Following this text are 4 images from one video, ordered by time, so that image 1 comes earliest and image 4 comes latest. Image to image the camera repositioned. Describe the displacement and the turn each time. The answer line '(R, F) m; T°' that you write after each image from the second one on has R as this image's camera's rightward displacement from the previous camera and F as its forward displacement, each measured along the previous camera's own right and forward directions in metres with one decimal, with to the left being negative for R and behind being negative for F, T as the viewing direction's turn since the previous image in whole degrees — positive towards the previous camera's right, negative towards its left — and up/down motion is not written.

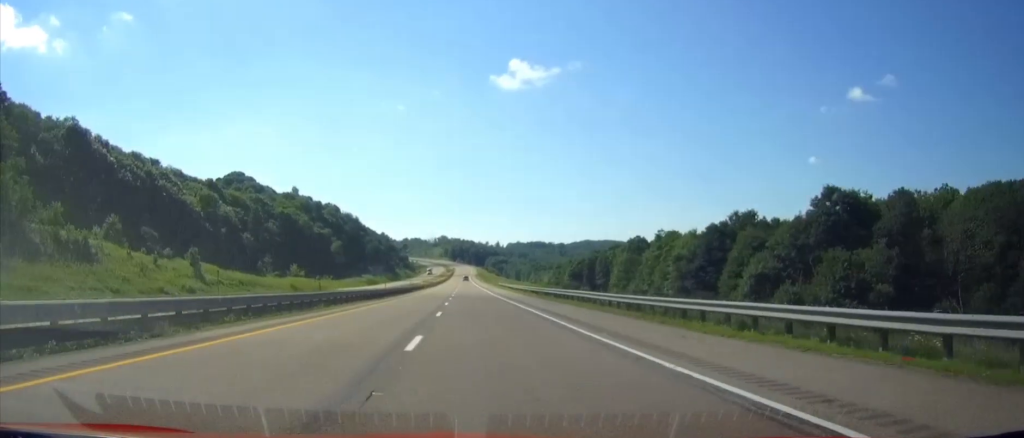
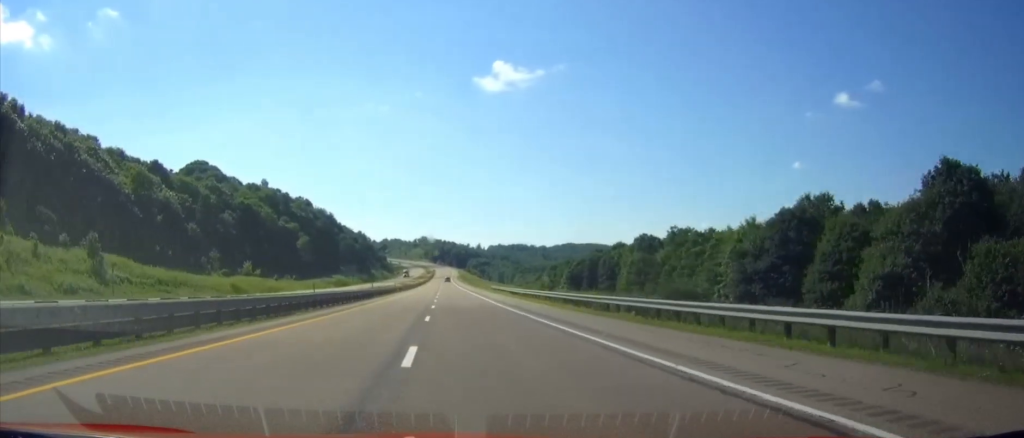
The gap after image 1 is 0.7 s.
(+0.3, +26.7) m; +1°
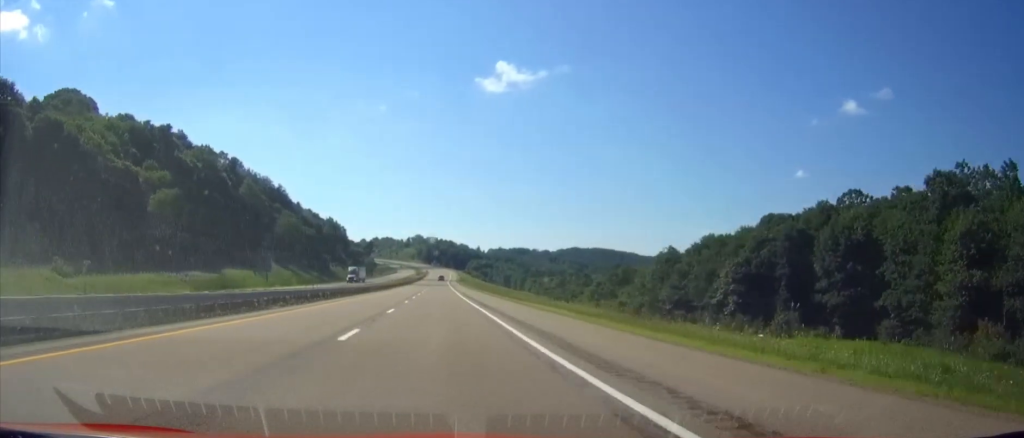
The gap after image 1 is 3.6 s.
(+1.7, +106.1) m; 0°
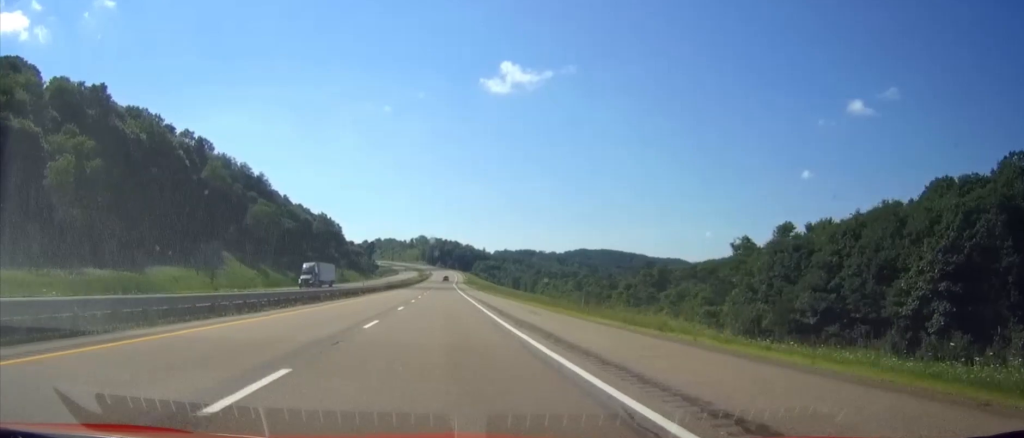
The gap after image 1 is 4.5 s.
(-0.2, +32.9) m; 0°
